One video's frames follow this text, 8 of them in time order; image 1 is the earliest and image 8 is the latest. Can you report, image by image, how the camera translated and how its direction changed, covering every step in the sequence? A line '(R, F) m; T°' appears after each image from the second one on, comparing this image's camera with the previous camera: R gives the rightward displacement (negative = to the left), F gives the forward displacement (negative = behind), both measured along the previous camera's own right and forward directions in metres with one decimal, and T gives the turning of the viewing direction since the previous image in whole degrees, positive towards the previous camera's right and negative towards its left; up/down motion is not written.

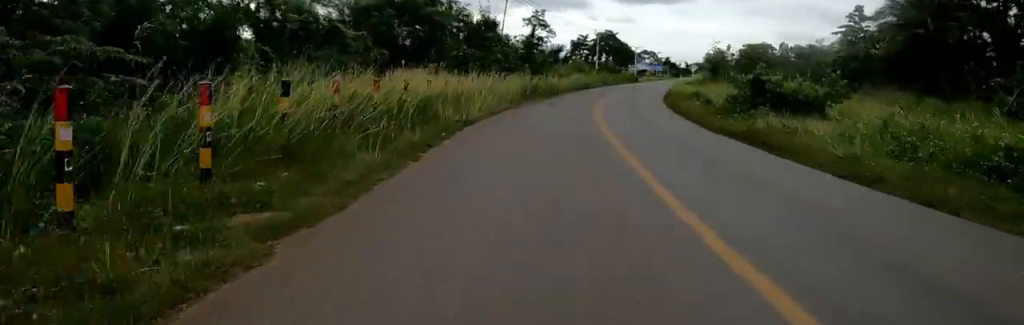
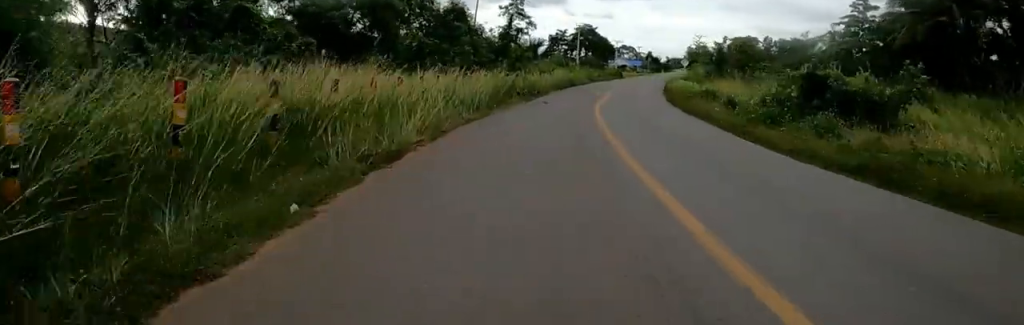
(+0.3, +6.6) m; 0°
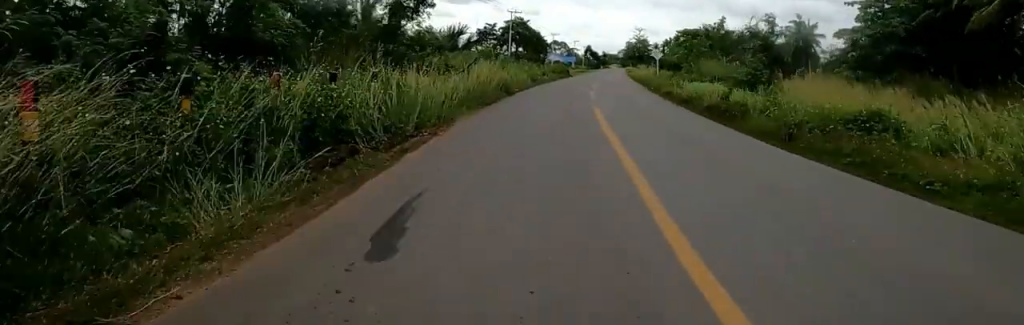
(-1.2, +17.9) m; +1°
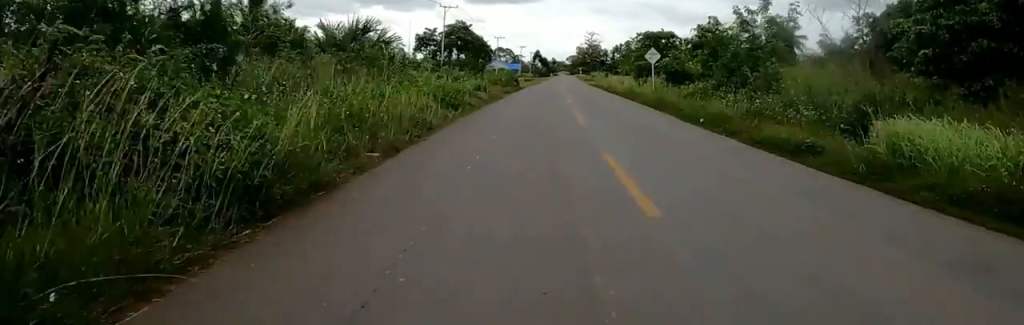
(+2.0, +16.7) m; +10°
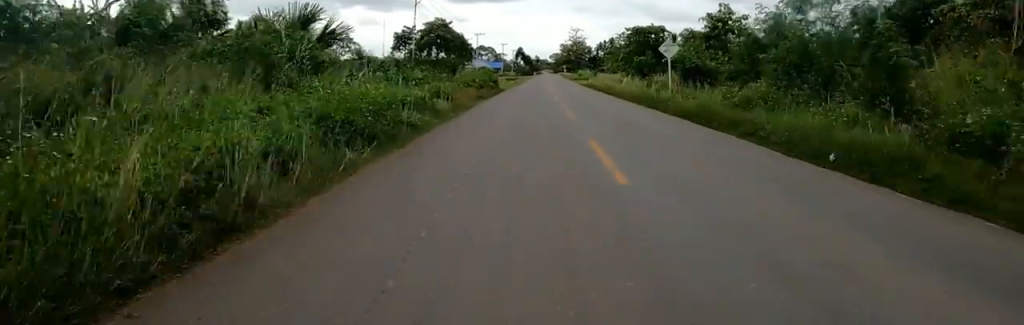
(+0.4, +7.0) m; 0°
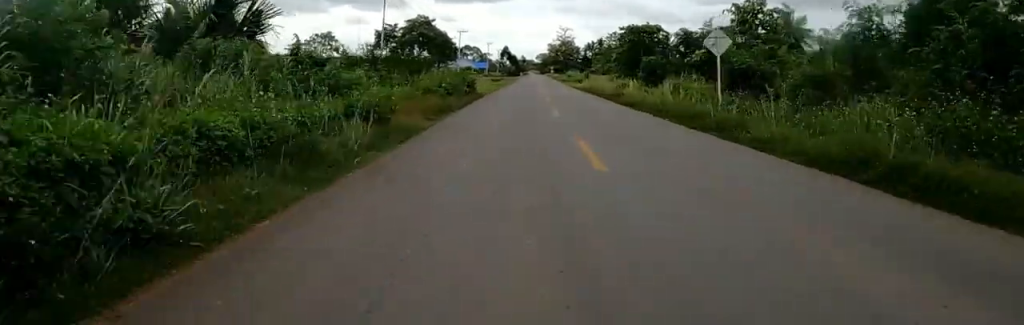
(-0.2, +7.4) m; 0°
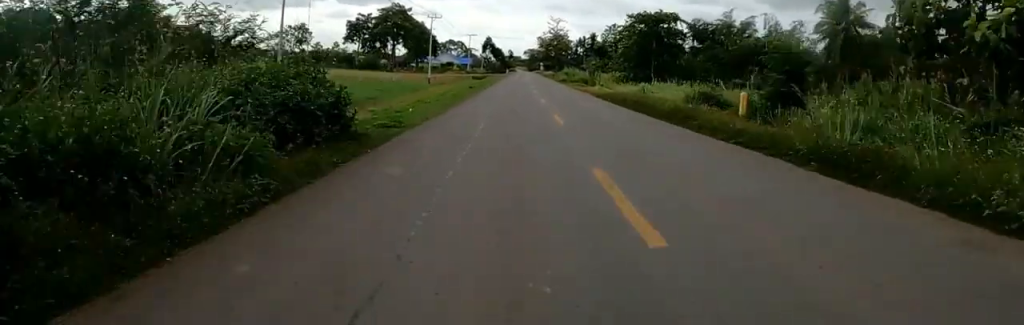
(+0.3, +18.6) m; 0°
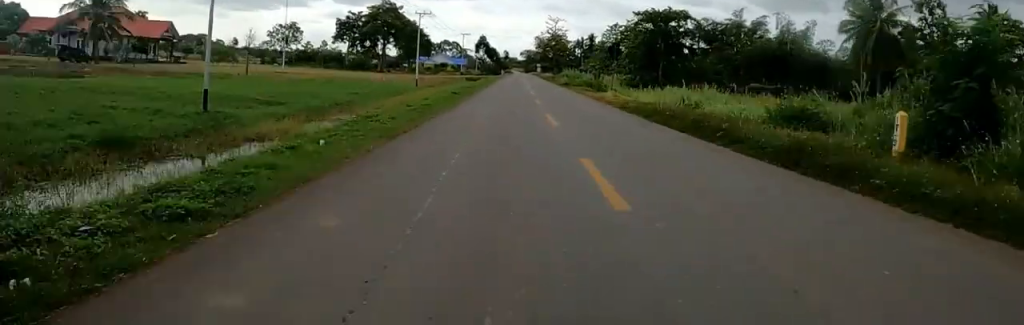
(-0.3, +6.9) m; 0°
